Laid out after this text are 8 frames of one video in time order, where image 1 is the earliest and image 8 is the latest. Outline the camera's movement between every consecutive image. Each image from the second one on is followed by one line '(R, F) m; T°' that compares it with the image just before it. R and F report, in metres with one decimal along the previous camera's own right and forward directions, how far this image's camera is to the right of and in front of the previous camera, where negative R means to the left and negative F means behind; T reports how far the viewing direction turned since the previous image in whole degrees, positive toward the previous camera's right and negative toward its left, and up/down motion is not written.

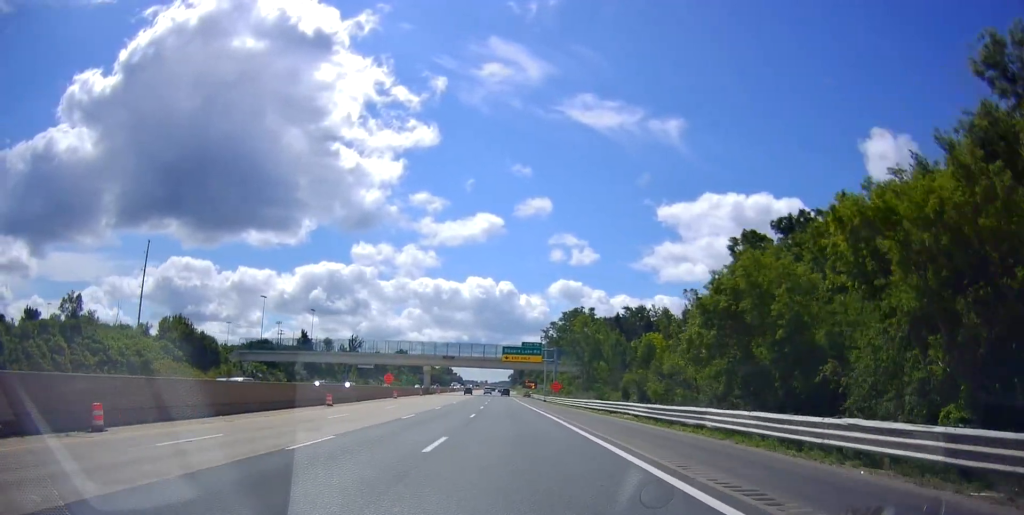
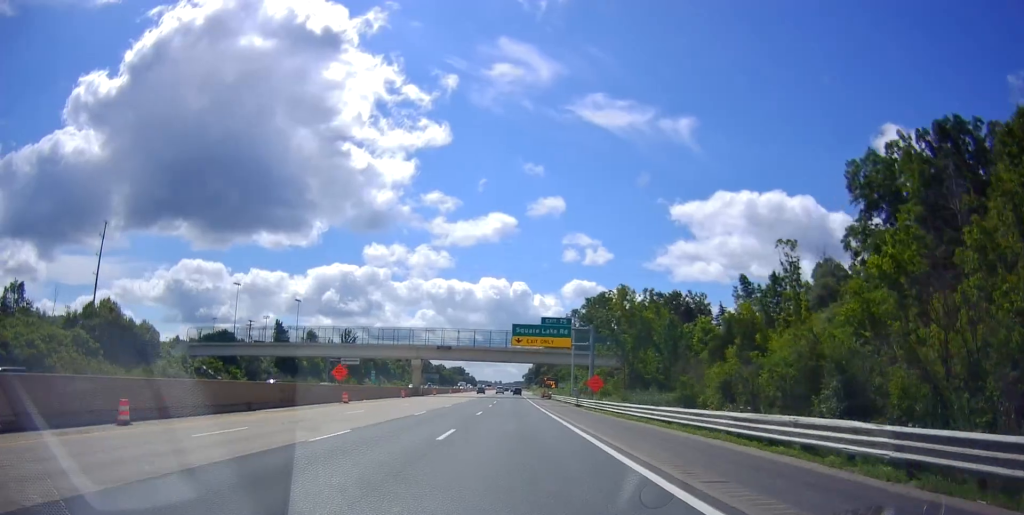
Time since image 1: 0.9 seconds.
(-0.3, +29.0) m; -1°
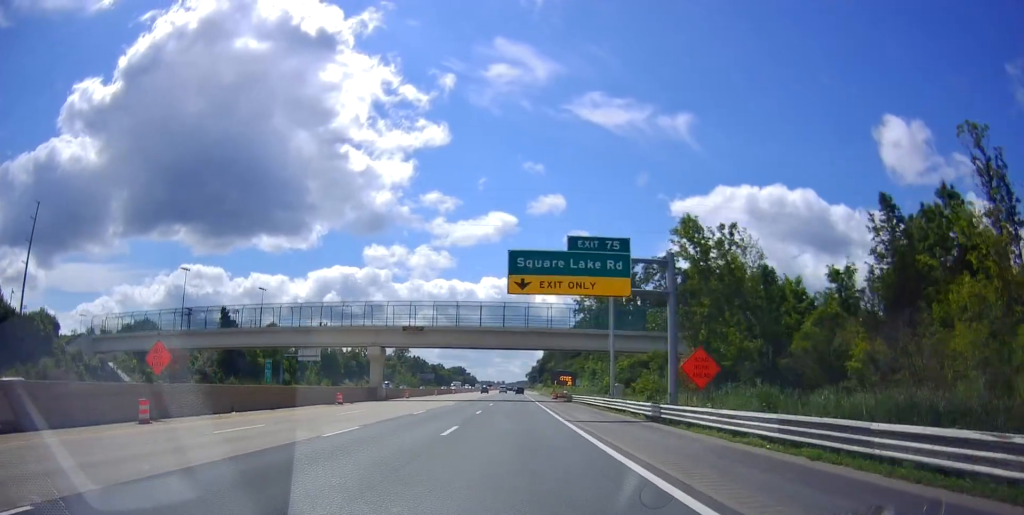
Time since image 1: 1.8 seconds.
(-0.2, +30.1) m; -2°
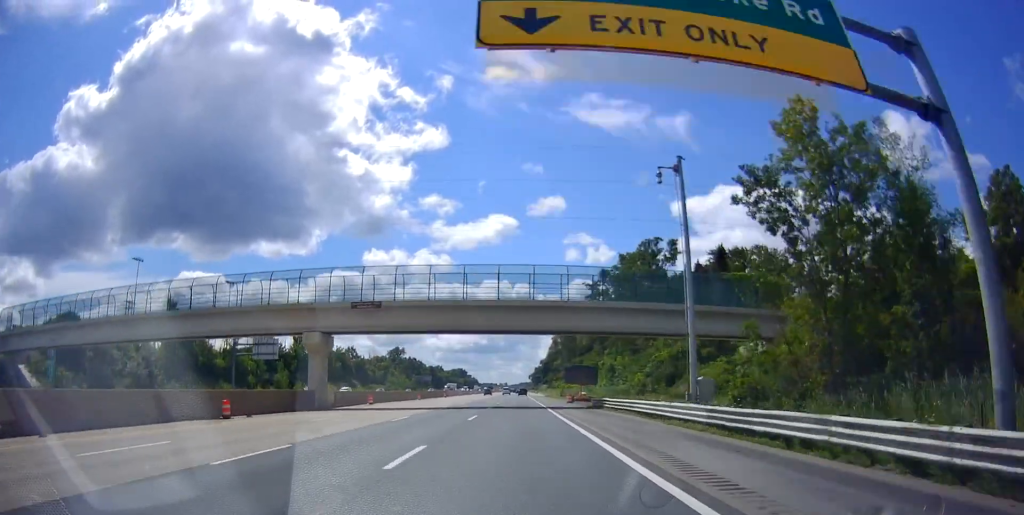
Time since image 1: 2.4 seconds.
(-0.5, +21.1) m; -1°
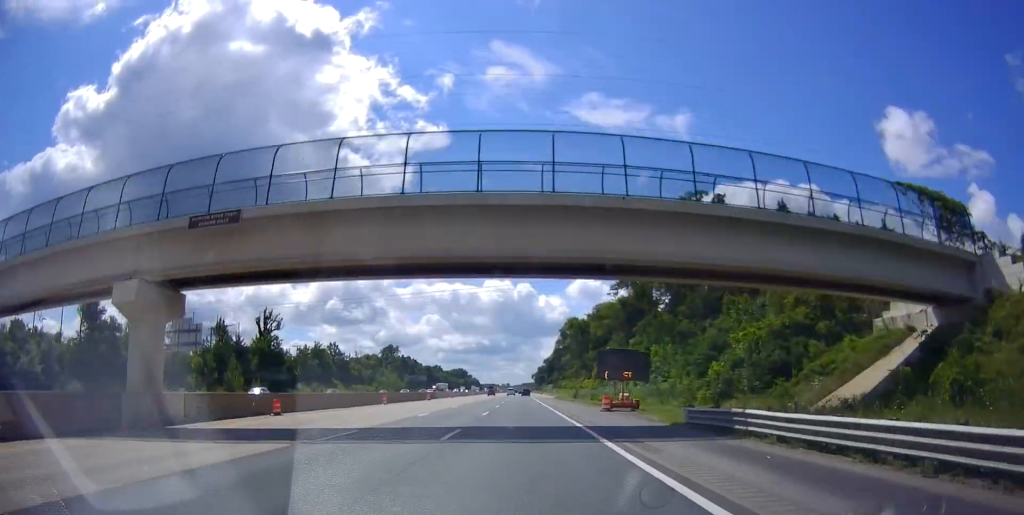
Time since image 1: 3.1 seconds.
(-0.2, +24.5) m; -1°
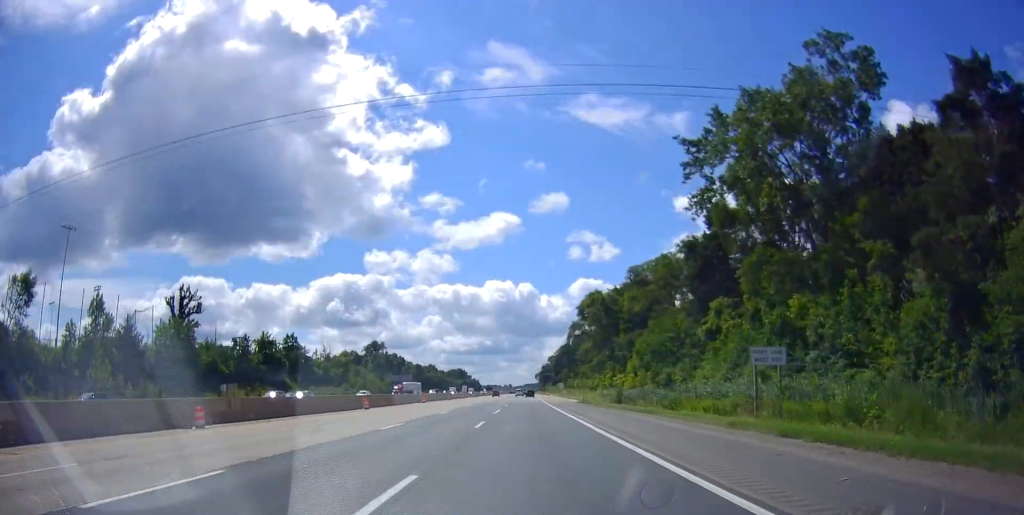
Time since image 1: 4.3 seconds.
(-0.5, +40.1) m; -1°
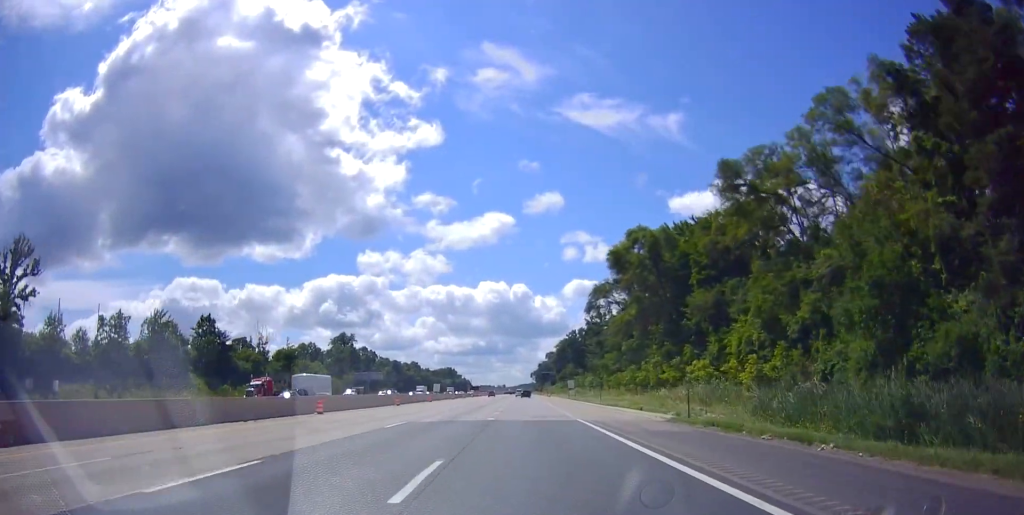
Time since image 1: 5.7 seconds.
(-0.5, +44.6) m; -1°
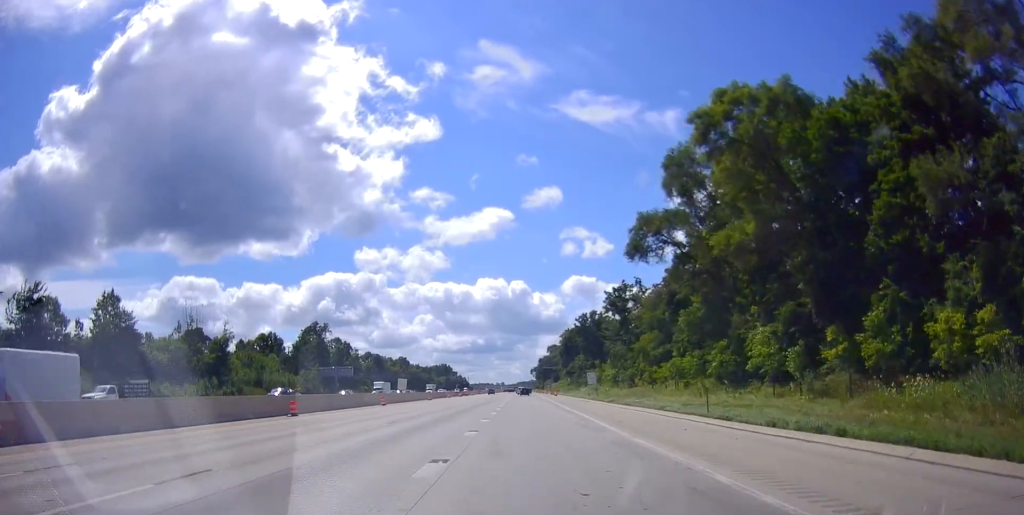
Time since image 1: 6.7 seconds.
(0.0, +33.5) m; +1°
